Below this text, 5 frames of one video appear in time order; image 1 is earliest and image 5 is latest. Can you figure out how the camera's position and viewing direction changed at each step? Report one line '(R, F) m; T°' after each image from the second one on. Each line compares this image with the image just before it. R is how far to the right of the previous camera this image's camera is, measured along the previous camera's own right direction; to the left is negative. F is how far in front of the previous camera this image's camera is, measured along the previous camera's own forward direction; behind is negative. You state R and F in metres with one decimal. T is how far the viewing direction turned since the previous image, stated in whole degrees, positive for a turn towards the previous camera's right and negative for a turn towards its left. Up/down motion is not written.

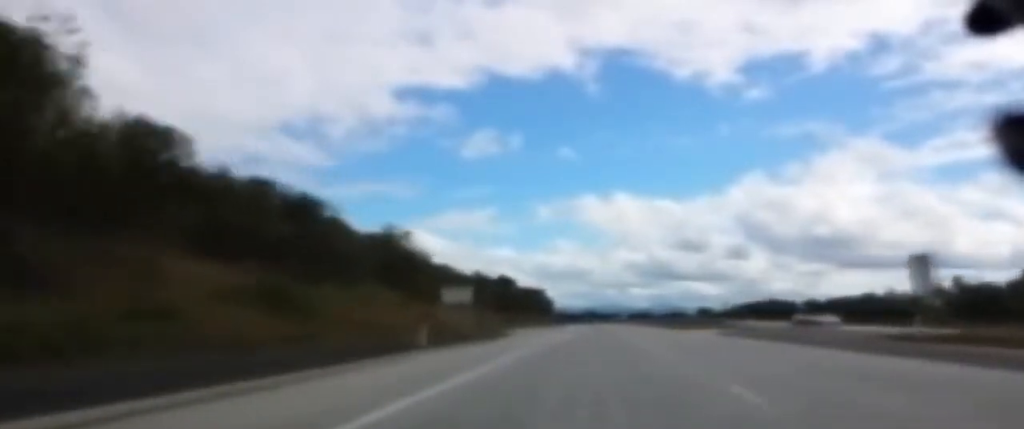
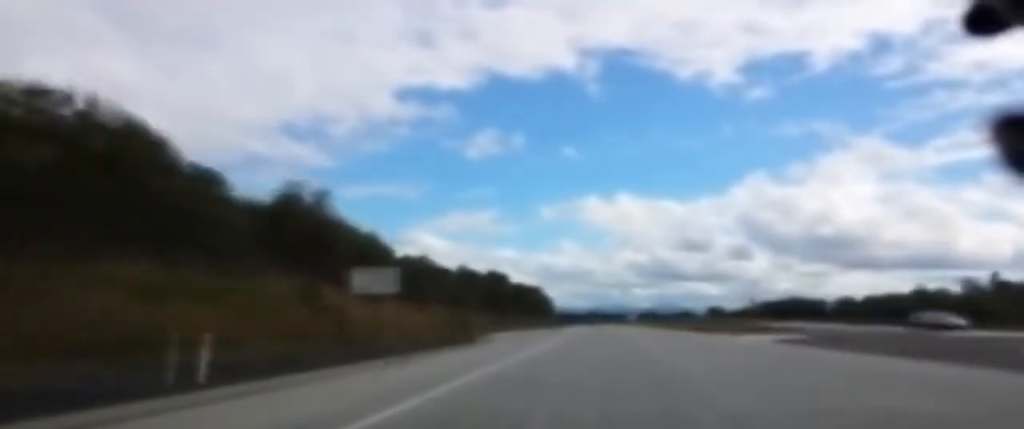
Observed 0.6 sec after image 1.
(0.0, +18.2) m; 0°
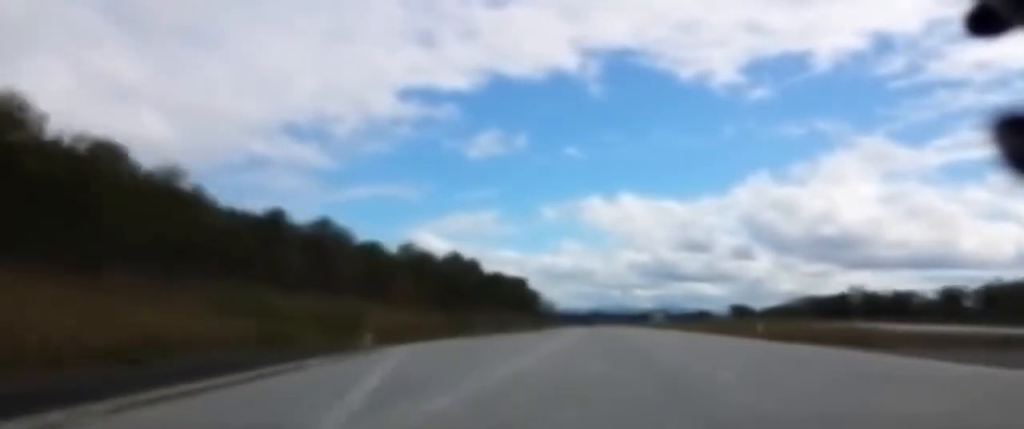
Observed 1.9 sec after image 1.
(-0.2, +38.2) m; 0°
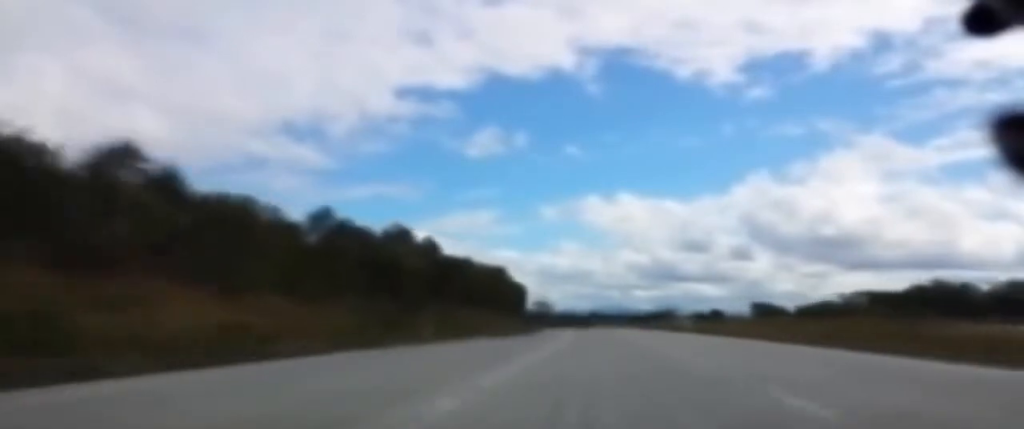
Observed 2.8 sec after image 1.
(+0.2, +28.0) m; 0°
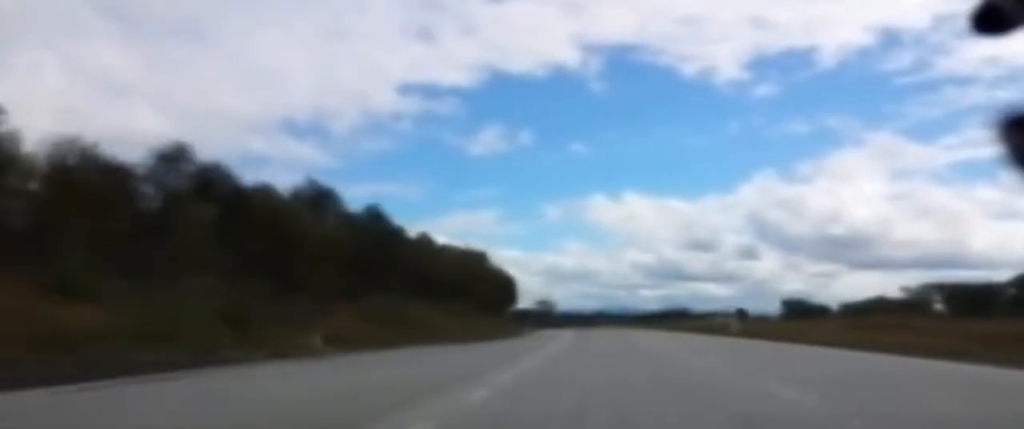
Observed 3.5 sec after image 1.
(-0.1, +22.0) m; 0°
